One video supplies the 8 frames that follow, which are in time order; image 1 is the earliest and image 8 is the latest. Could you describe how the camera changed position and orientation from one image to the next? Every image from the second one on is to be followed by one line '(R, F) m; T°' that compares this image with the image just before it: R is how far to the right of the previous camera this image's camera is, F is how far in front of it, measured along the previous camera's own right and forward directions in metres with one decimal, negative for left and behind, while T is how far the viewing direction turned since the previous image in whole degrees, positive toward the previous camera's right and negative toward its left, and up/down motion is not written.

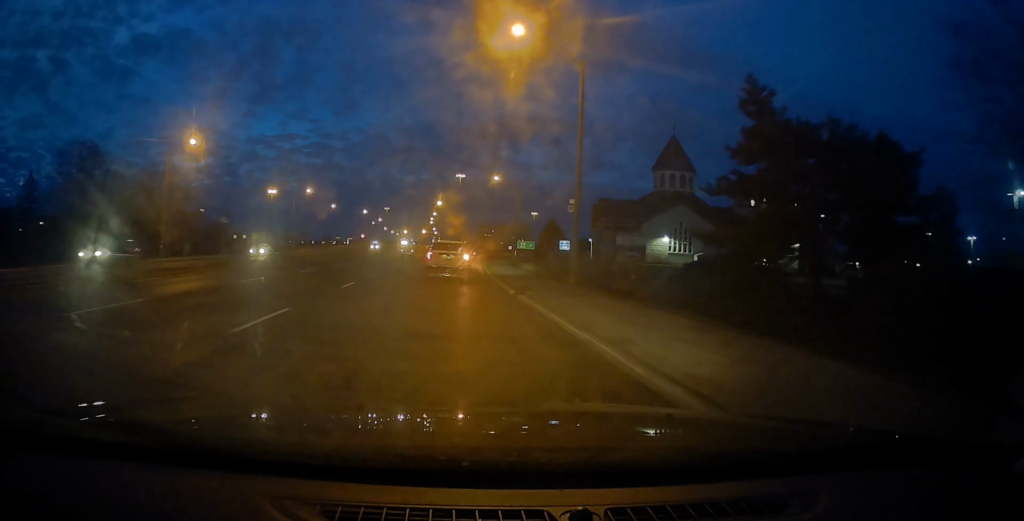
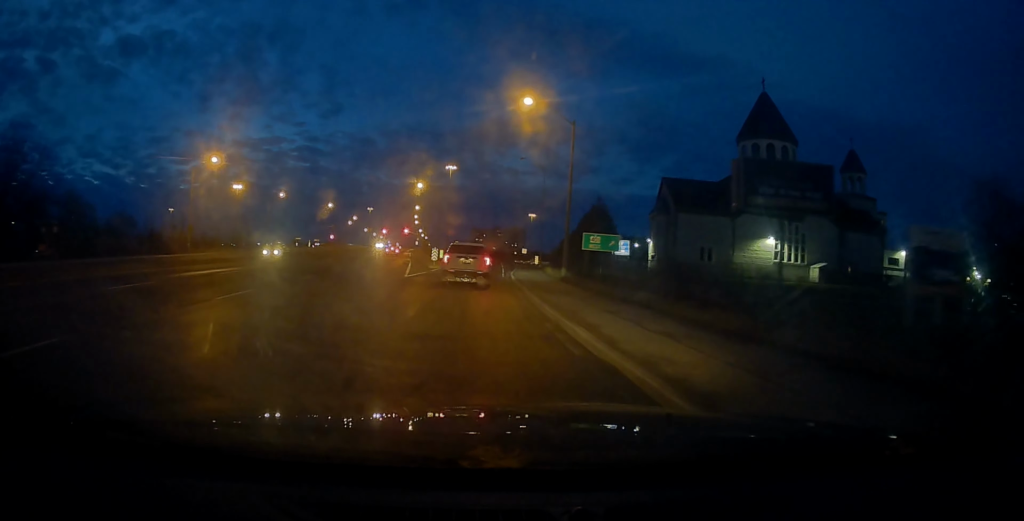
(+0.9, +41.8) m; +3°
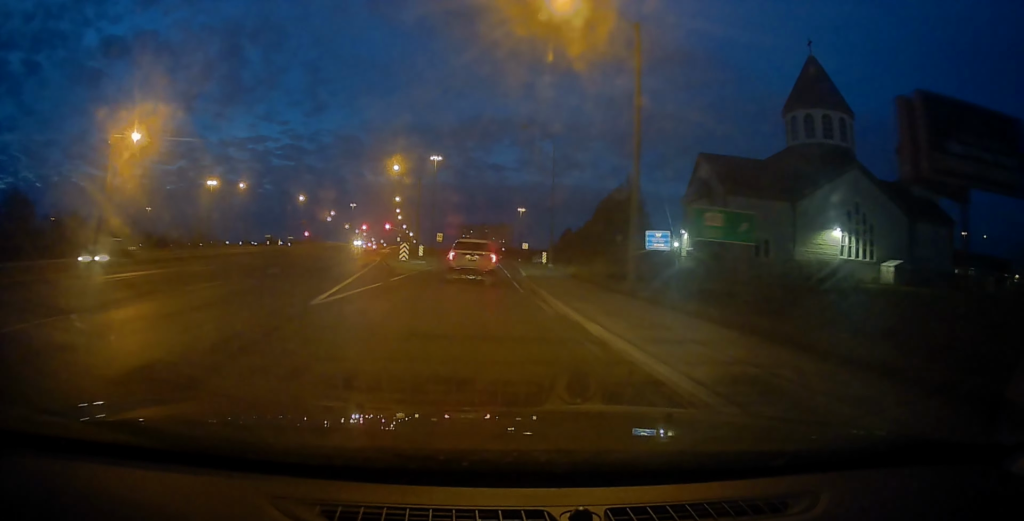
(-0.2, +16.6) m; 0°
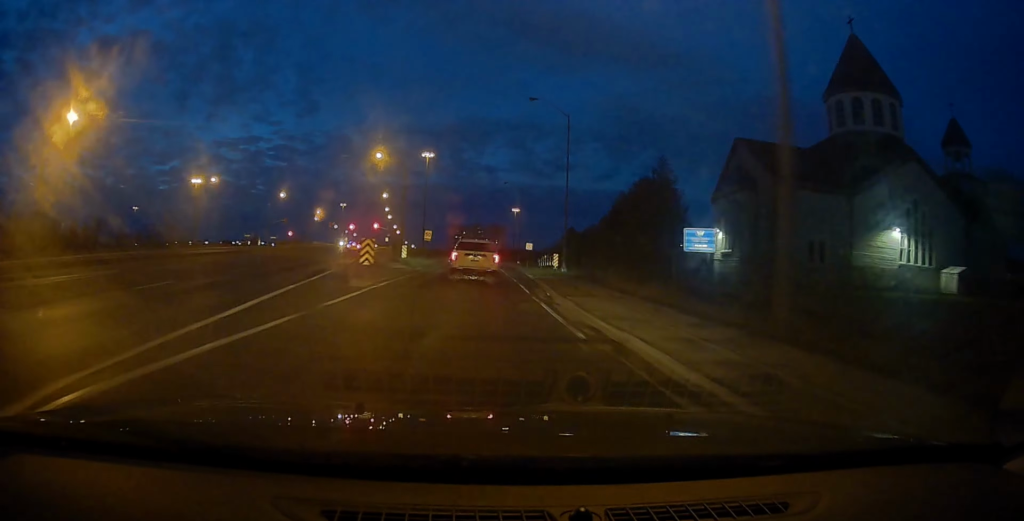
(-0.2, +10.3) m; +1°
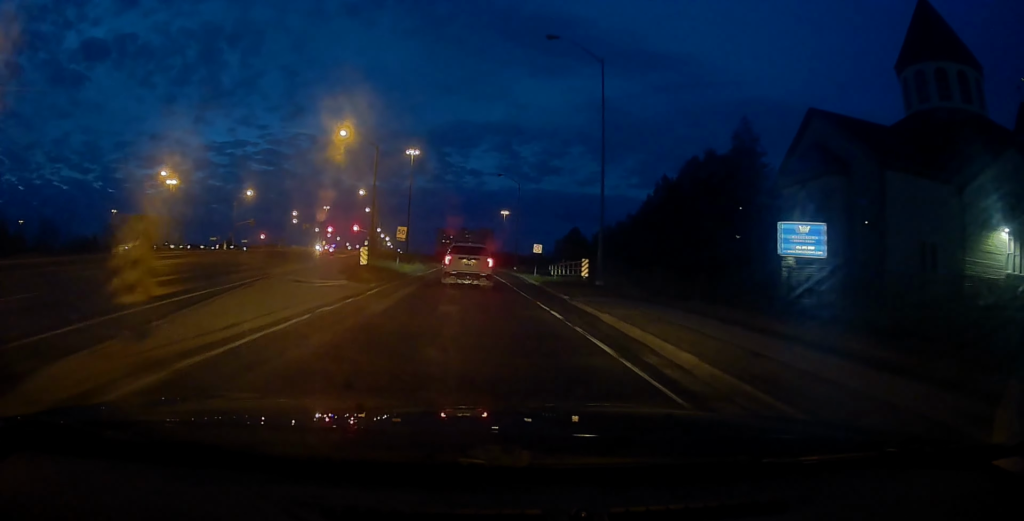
(+0.8, +14.3) m; +2°
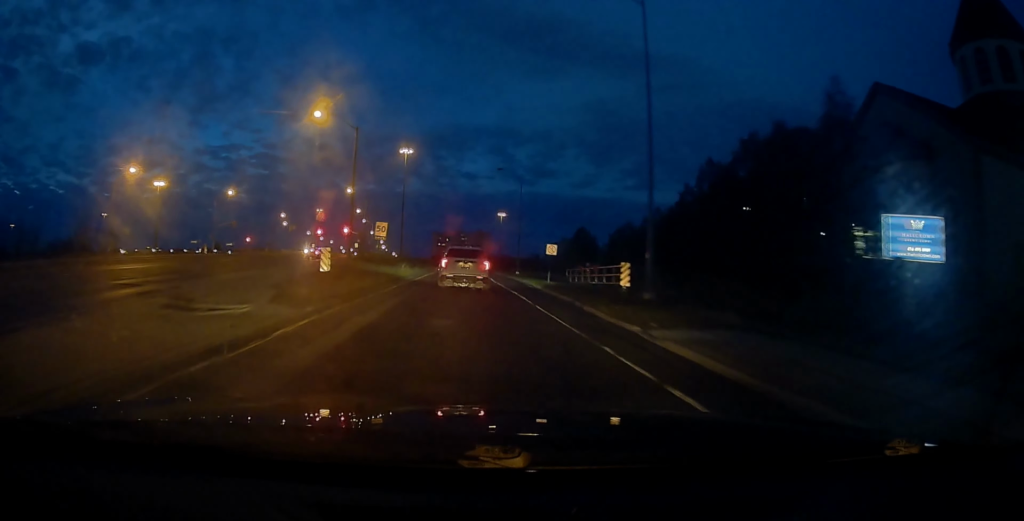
(-0.2, +8.3) m; -1°
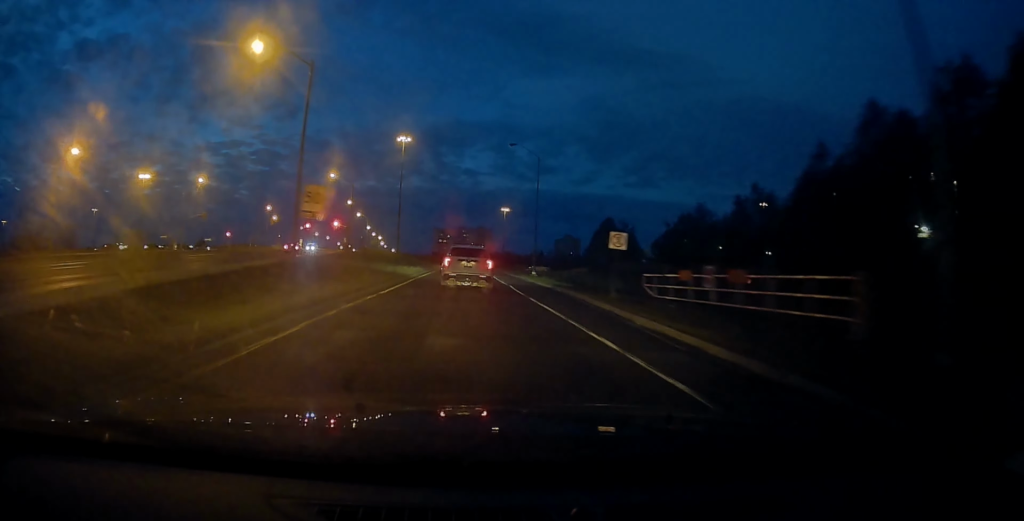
(-0.2, +14.4) m; -1°
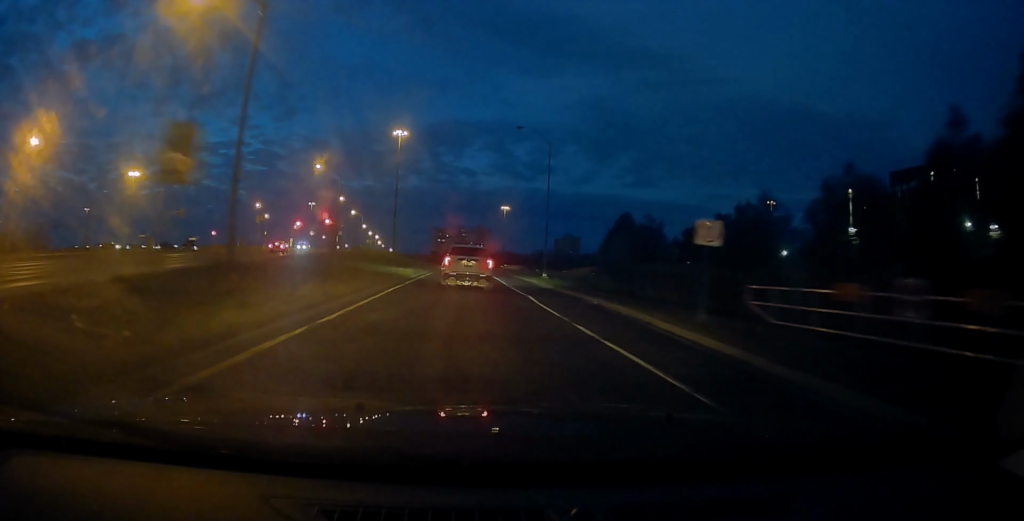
(-0.1, +7.8) m; 0°
